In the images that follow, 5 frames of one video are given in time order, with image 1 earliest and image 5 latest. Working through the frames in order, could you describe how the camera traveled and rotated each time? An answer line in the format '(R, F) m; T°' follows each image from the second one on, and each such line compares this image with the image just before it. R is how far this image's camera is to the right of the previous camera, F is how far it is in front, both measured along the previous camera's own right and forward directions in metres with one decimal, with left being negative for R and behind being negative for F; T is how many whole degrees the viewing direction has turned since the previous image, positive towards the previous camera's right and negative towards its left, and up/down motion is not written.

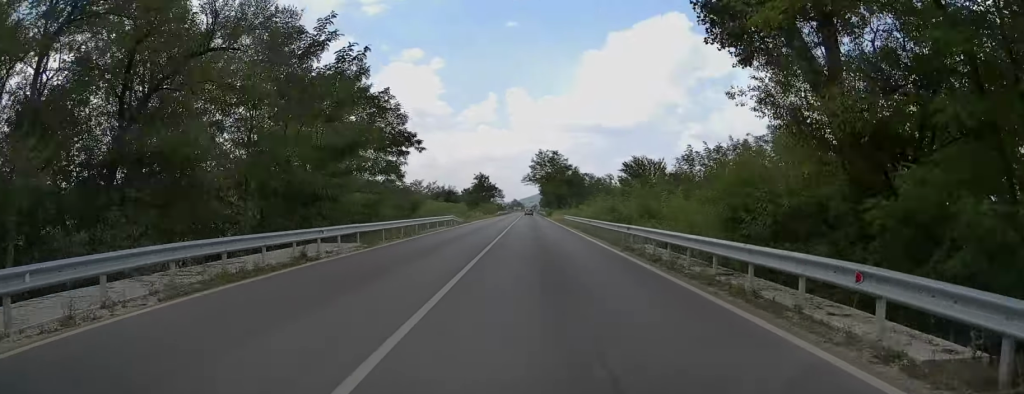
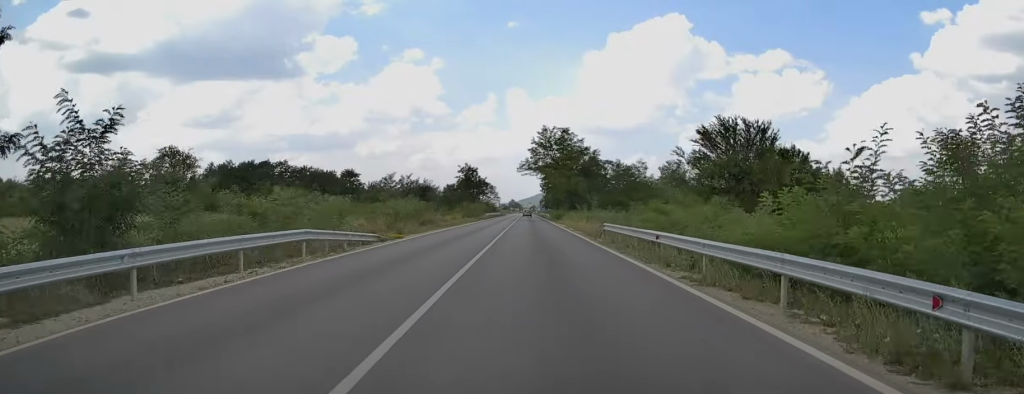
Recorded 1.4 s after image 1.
(+0.4, +33.8) m; 0°
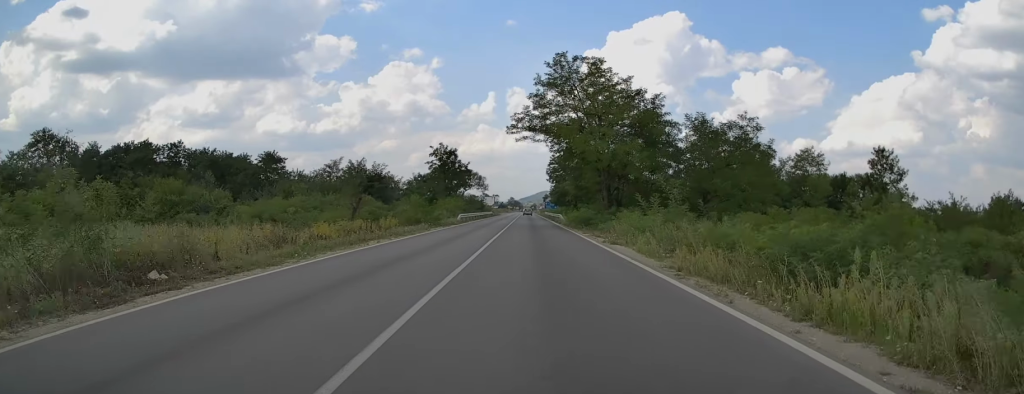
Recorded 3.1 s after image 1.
(-0.2, +38.1) m; -1°
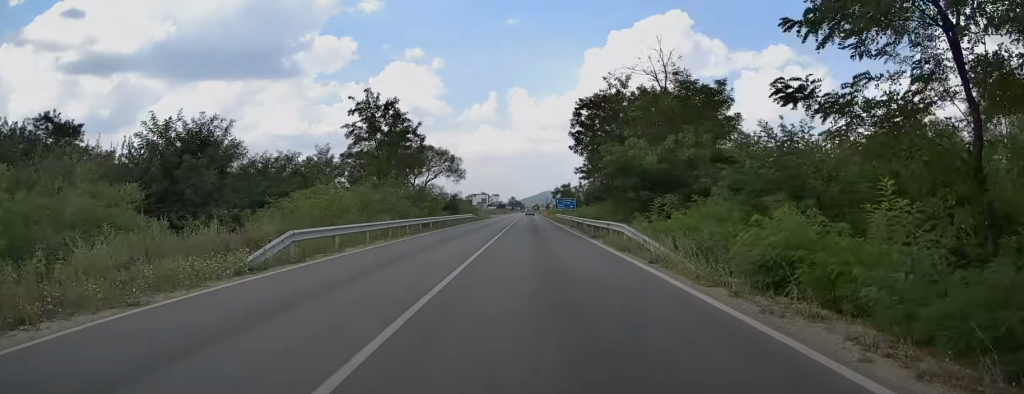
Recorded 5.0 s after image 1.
(+0.3, +42.6) m; 0°
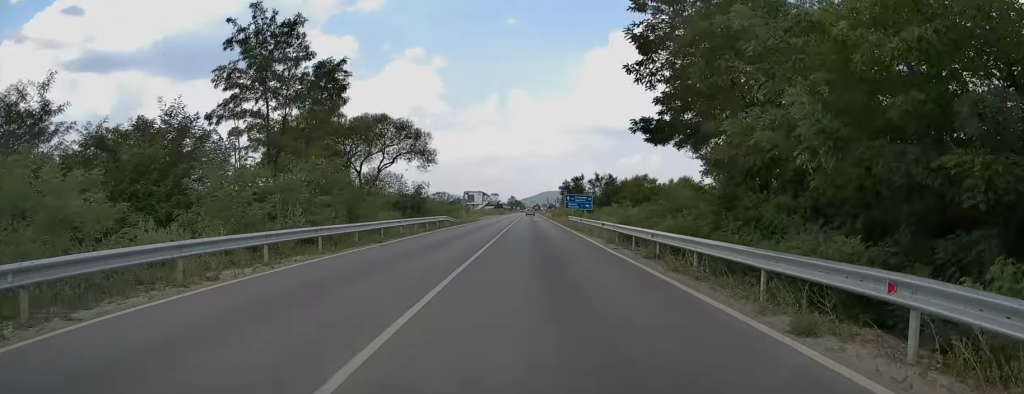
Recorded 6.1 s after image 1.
(-0.3, +22.0) m; 0°
